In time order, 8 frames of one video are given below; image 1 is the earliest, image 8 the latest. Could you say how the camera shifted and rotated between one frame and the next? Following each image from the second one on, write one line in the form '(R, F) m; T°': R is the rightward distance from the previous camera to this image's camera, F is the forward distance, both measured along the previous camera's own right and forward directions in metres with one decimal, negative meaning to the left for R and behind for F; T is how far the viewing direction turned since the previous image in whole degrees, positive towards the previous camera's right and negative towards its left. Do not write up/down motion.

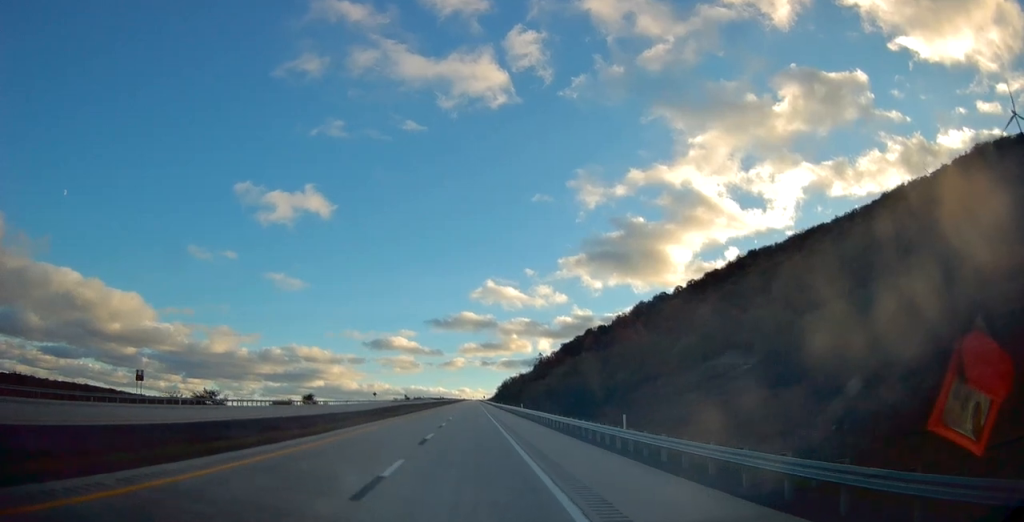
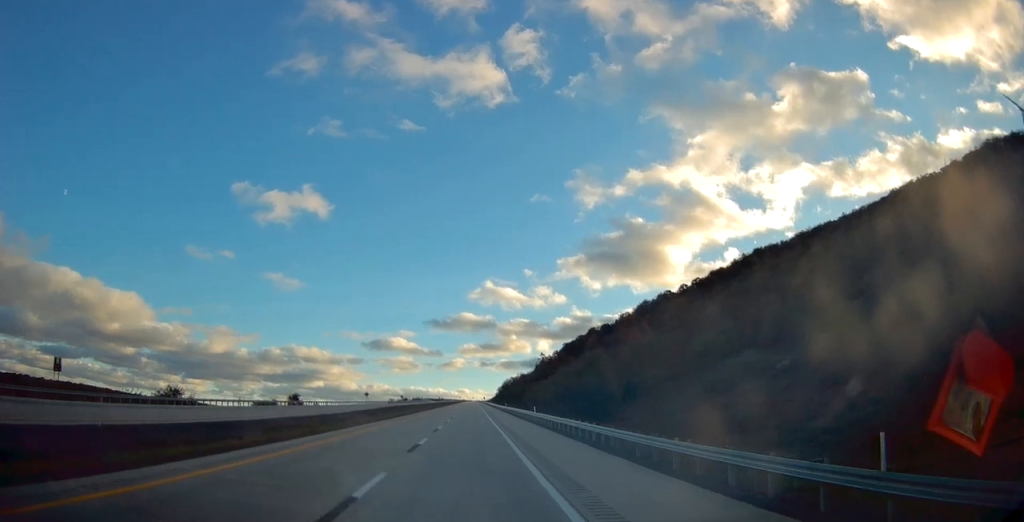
(-0.1, +14.7) m; 0°
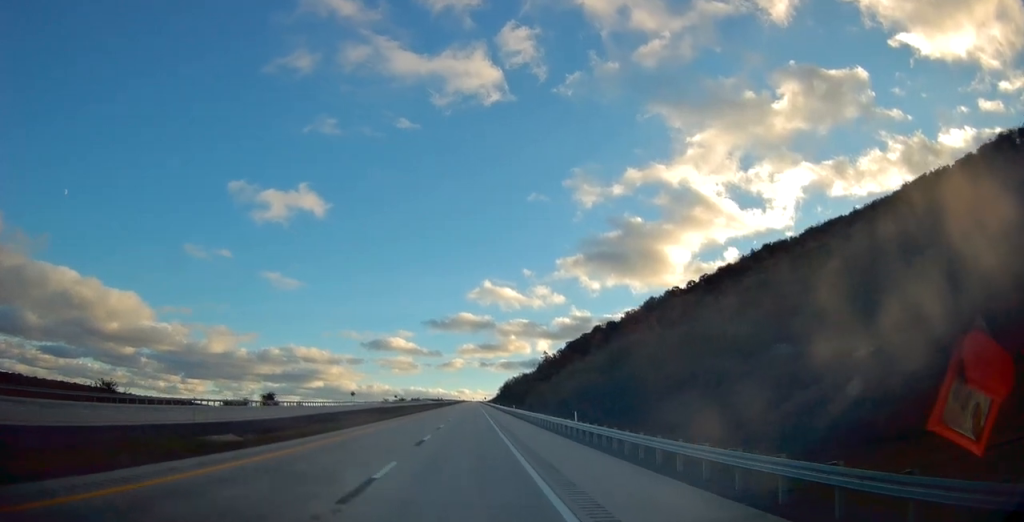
(-0.1, +21.6) m; 0°
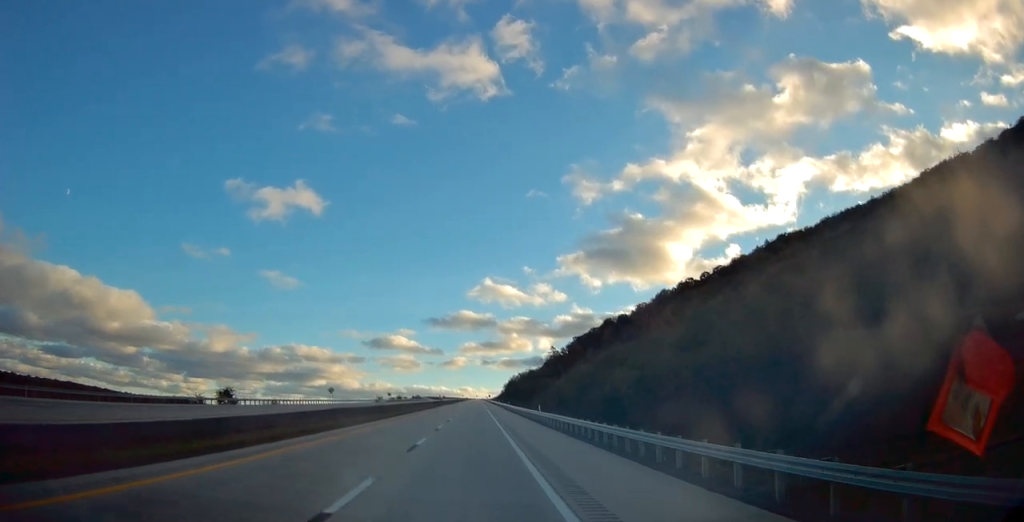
(+0.3, +28.5) m; 0°
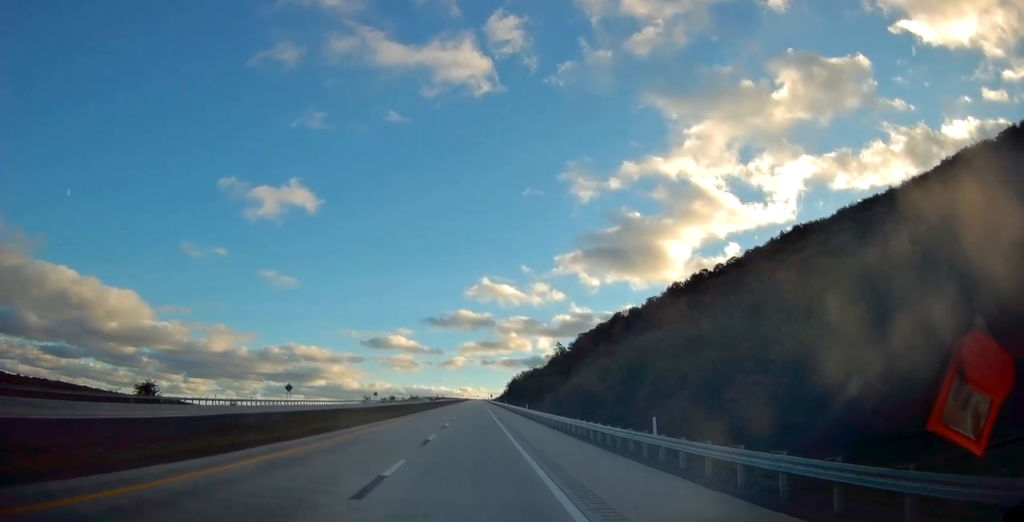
(-0.4, +32.4) m; -1°
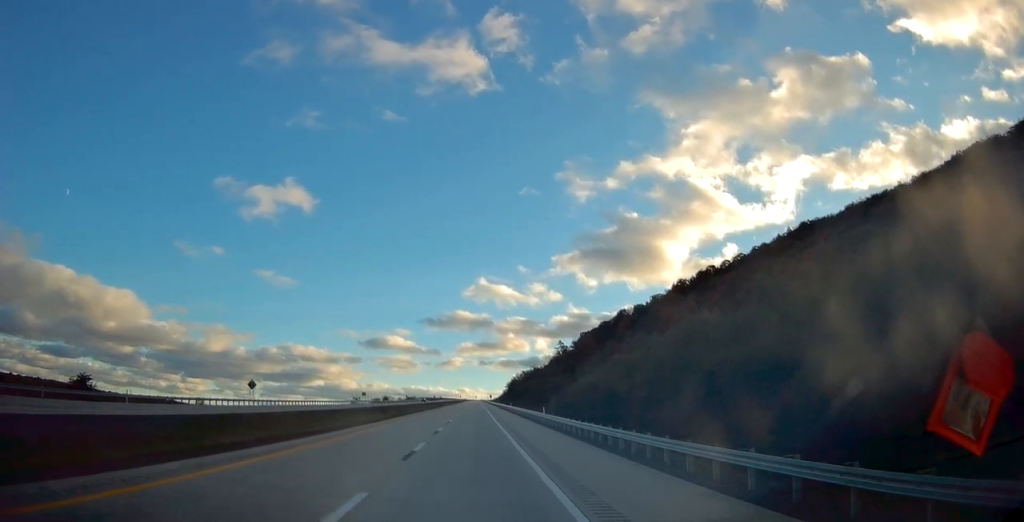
(0.0, +17.7) m; 0°
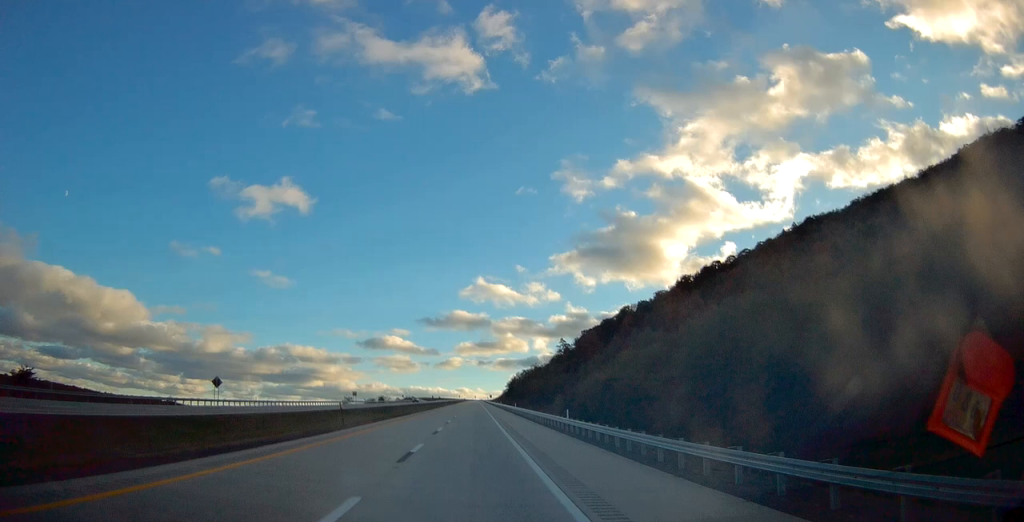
(0.0, +12.8) m; 0°
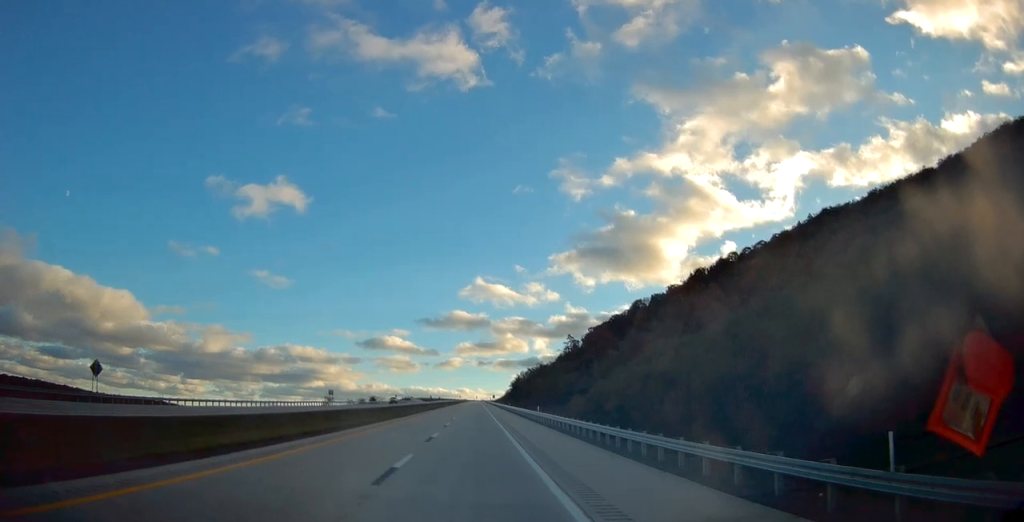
(+0.1, +28.5) m; 0°
